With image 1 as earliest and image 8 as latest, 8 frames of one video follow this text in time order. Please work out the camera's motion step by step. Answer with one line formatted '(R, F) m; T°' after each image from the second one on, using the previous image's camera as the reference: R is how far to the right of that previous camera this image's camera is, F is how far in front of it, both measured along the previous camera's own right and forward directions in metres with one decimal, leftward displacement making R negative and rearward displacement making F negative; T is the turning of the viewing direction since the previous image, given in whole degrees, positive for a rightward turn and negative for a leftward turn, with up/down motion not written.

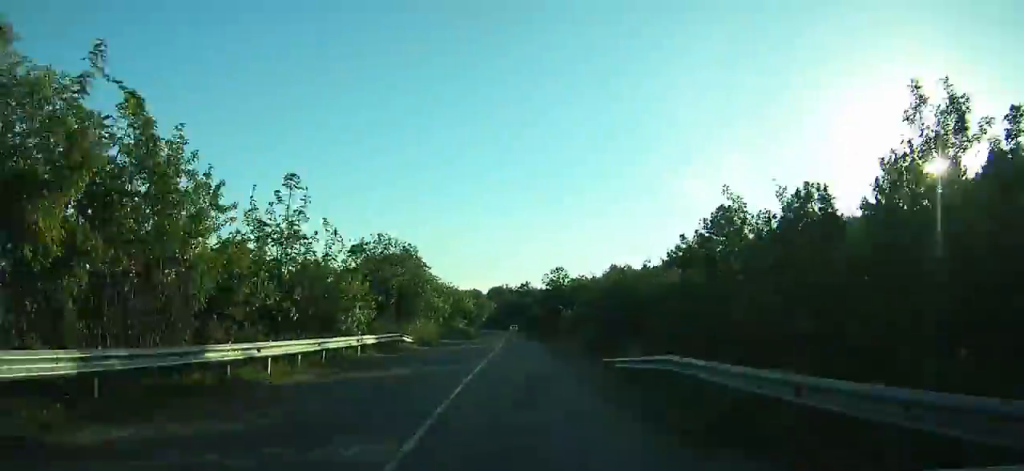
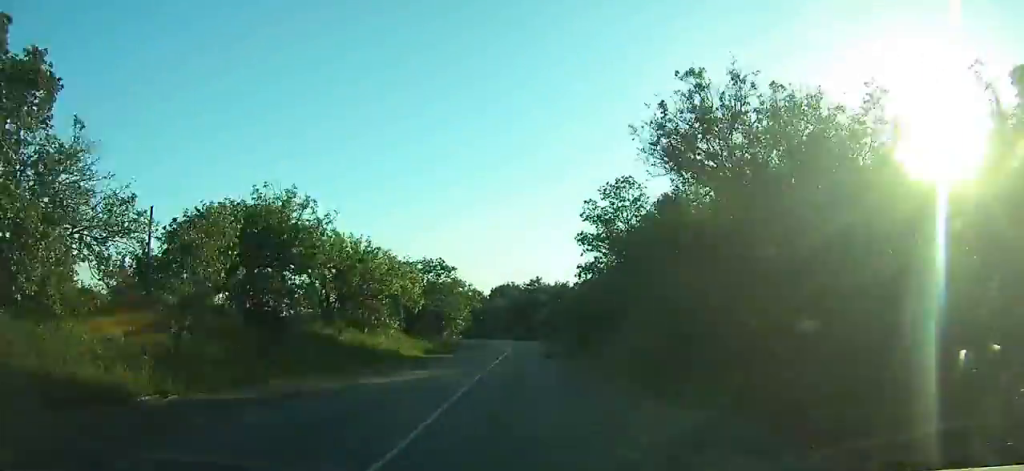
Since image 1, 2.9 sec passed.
(-2.1, +52.9) m; -3°
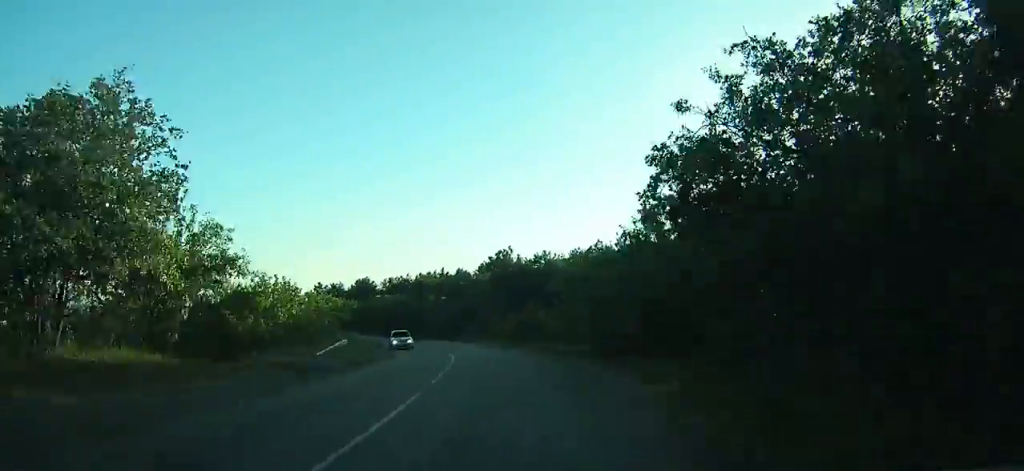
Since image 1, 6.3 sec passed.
(-0.5, +61.2) m; -5°
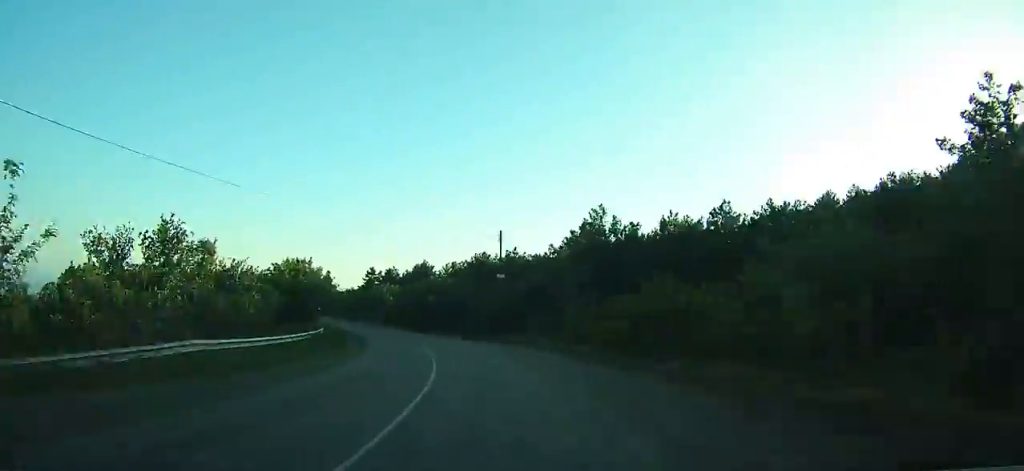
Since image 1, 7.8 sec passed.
(-0.9, +26.3) m; -6°
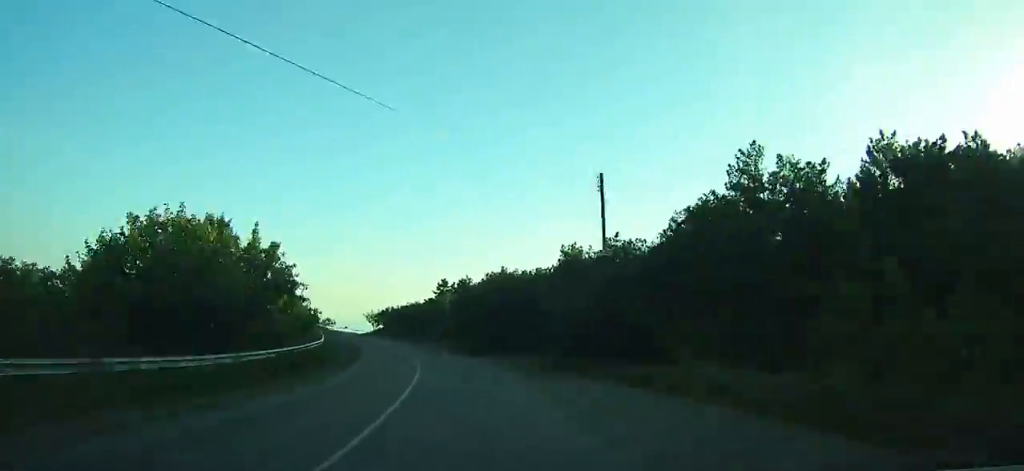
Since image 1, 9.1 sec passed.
(-0.3, +22.6) m; -7°
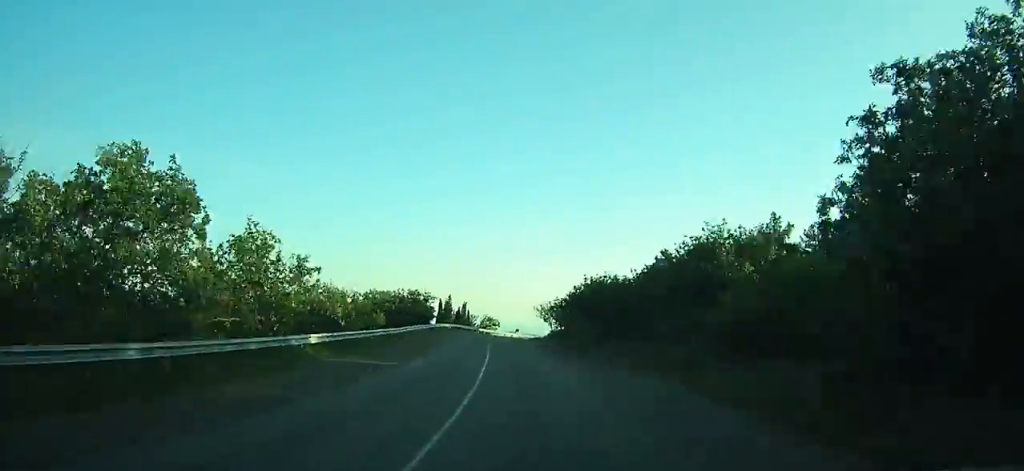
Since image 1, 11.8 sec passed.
(-6.7, +44.8) m; -12°
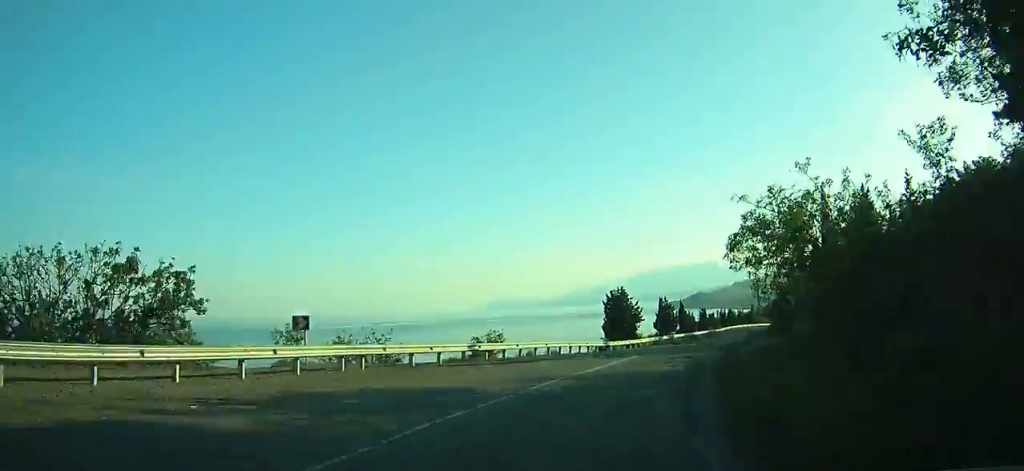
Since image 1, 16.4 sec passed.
(-4.8, +74.8) m; +8°
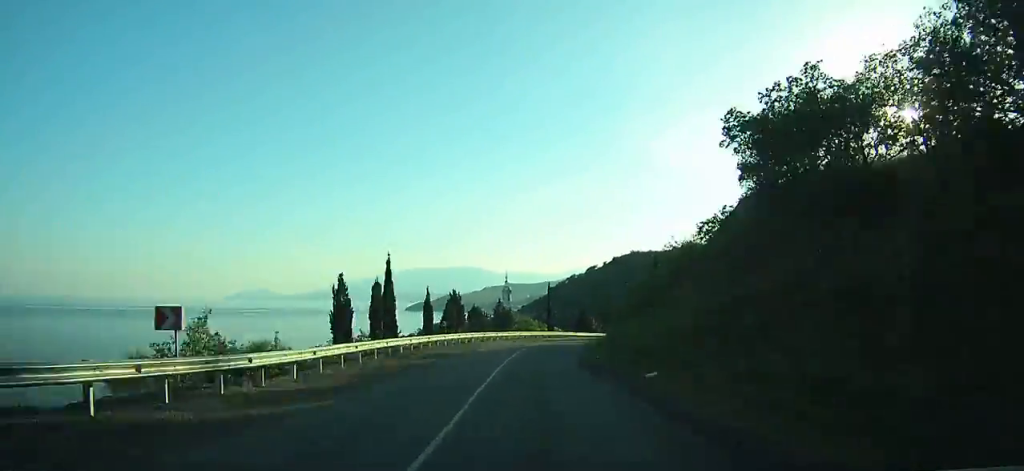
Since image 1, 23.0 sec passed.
(+34.4, +98.7) m; +28°
